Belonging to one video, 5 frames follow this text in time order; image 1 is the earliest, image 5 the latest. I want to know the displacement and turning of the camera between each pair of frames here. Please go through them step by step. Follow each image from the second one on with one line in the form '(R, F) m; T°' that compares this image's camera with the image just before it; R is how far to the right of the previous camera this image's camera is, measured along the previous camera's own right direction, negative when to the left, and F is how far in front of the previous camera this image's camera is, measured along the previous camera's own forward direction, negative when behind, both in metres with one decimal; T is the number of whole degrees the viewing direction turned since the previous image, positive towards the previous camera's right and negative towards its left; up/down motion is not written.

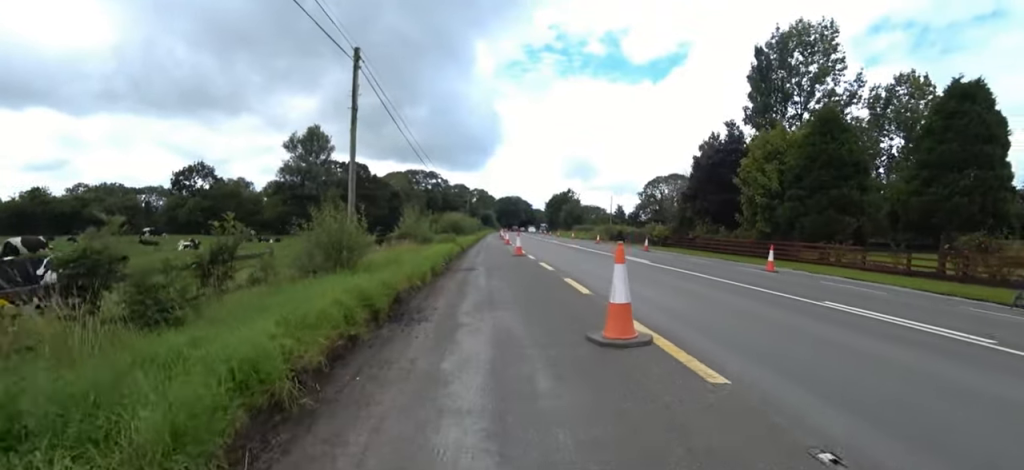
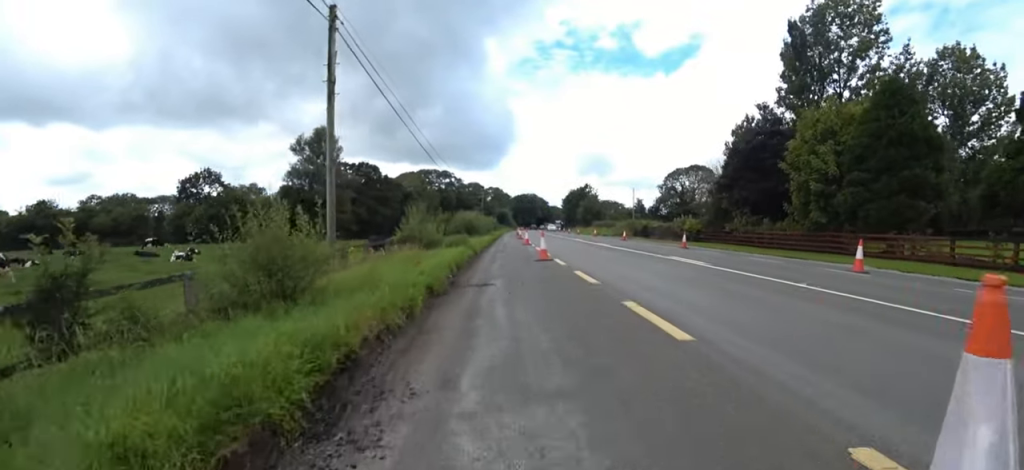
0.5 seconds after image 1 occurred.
(-0.1, +3.4) m; +1°
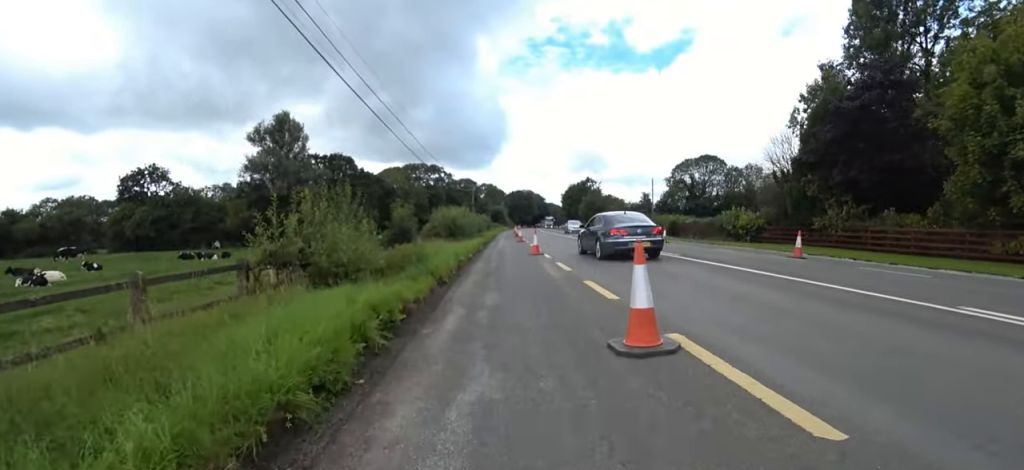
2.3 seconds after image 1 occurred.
(+0.3, +10.6) m; +3°
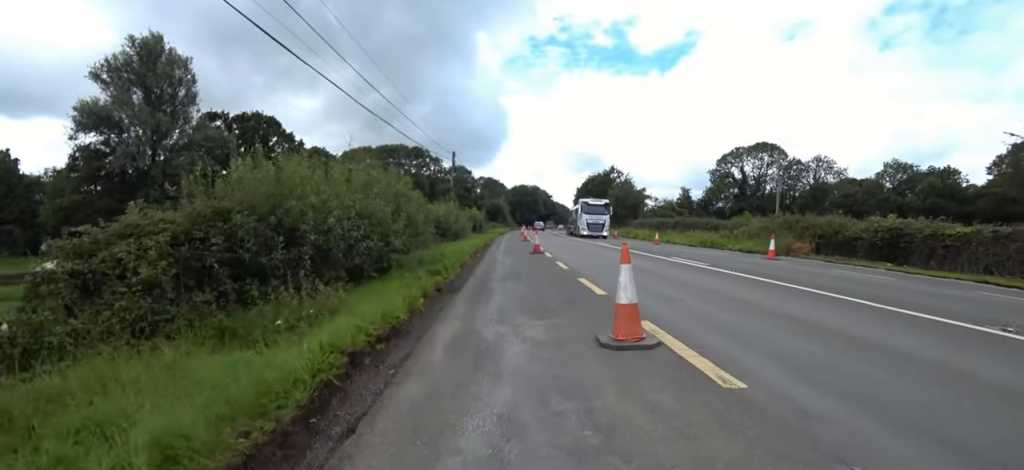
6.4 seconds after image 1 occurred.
(-0.6, +24.8) m; -3°
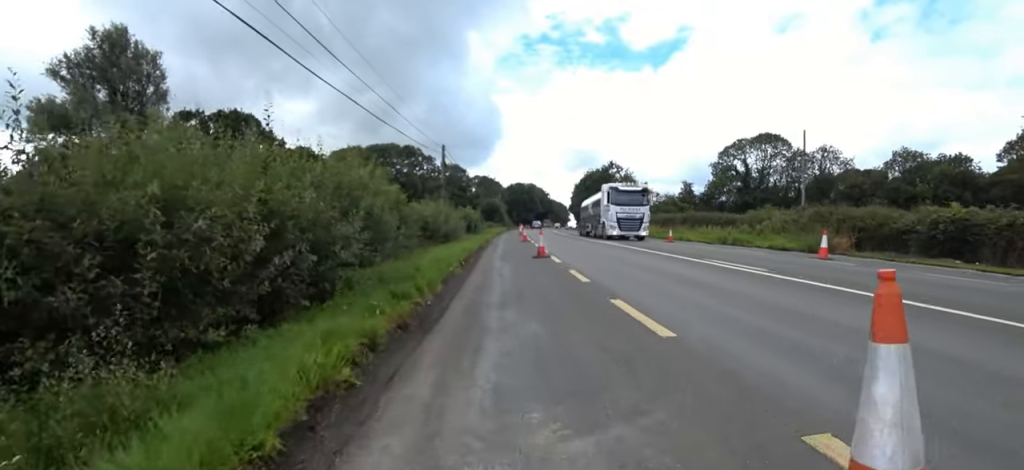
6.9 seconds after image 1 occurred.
(-0.2, +3.1) m; 0°
